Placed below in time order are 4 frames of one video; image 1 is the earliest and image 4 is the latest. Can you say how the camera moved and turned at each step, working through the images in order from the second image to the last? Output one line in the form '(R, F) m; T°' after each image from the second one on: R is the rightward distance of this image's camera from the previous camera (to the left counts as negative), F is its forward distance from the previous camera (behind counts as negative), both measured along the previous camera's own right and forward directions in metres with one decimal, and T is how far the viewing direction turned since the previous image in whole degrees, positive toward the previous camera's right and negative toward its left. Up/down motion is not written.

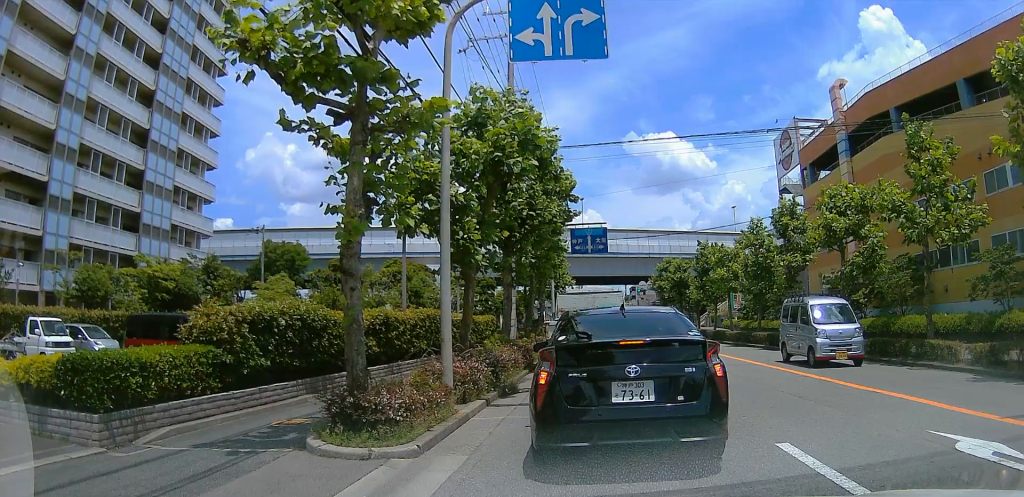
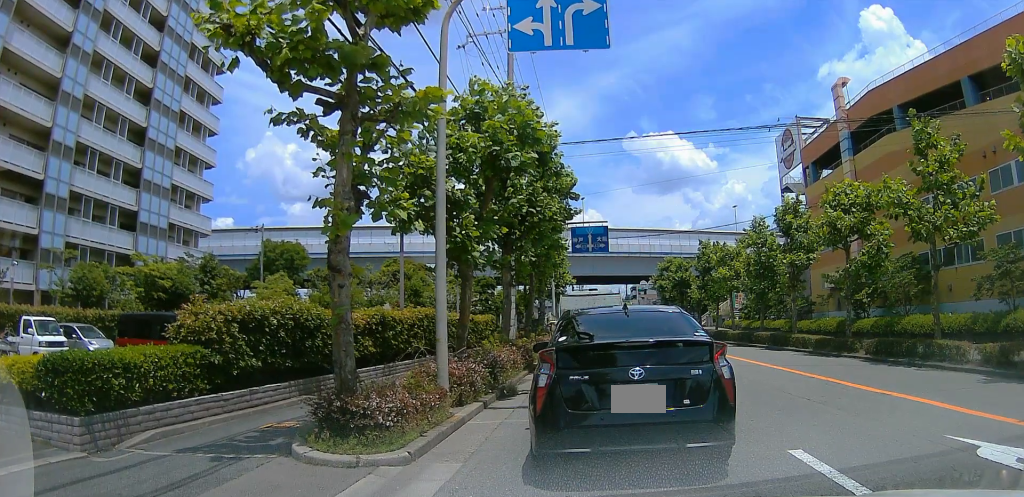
(0.0, 0.0) m; 0°
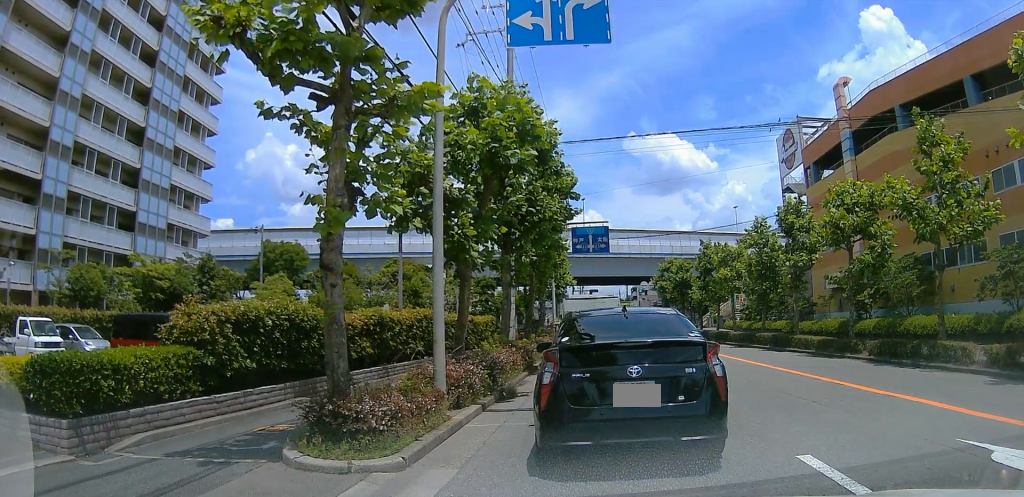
(0.0, 0.0) m; 0°
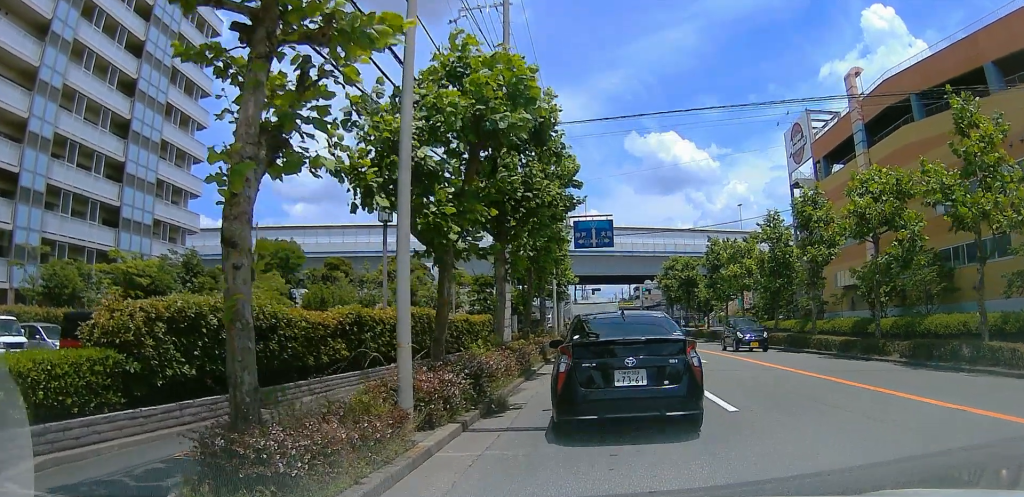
(+0.6, +0.5) m; 0°
